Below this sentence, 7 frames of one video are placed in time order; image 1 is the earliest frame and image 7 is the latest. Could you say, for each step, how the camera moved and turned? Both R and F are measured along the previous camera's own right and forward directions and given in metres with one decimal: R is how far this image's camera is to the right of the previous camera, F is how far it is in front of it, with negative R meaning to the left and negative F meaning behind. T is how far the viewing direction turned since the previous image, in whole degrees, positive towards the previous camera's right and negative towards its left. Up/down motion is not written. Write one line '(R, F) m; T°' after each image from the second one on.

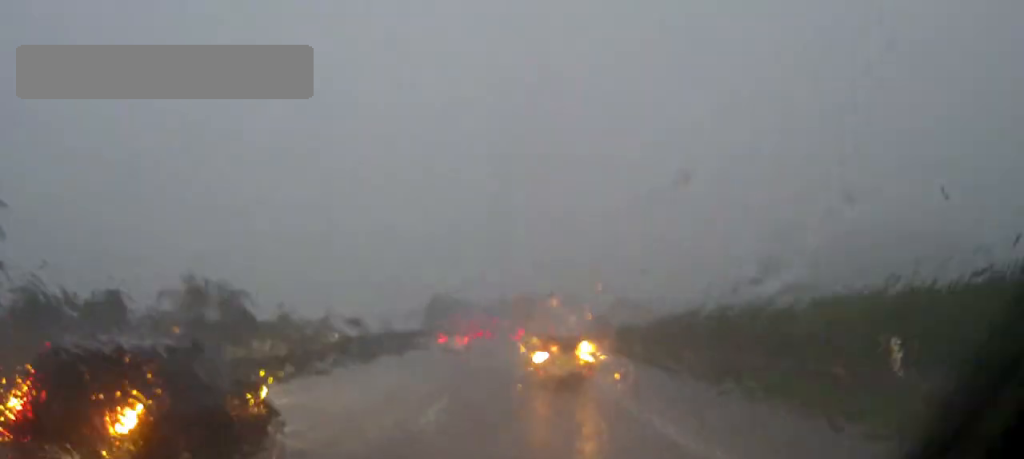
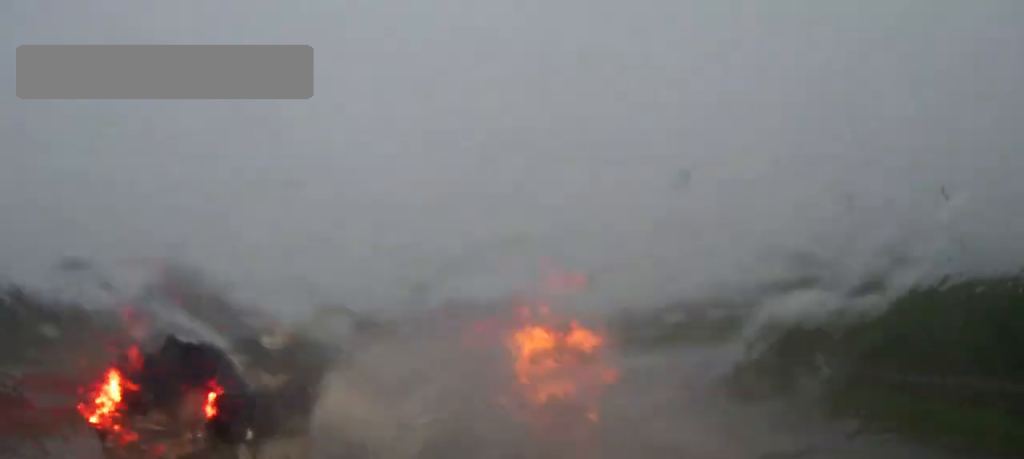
(0.0, +5.3) m; 0°
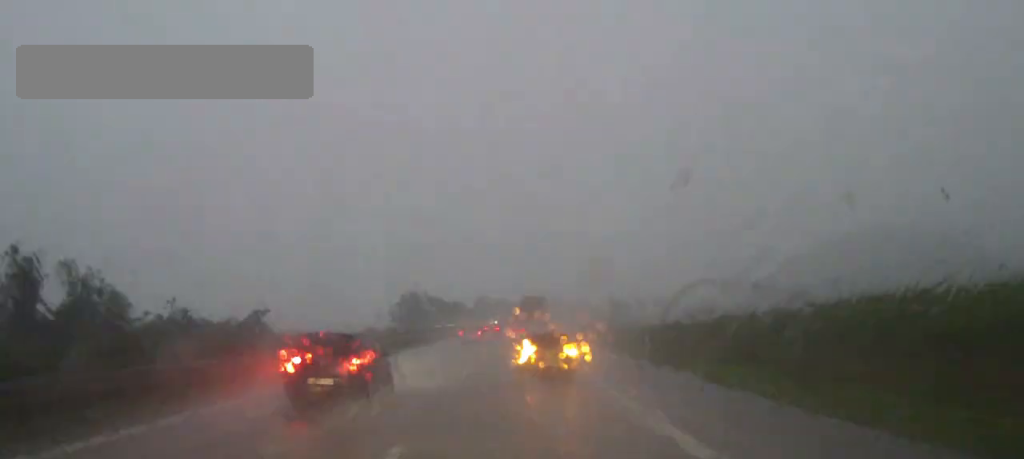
(0.0, +21.9) m; 0°
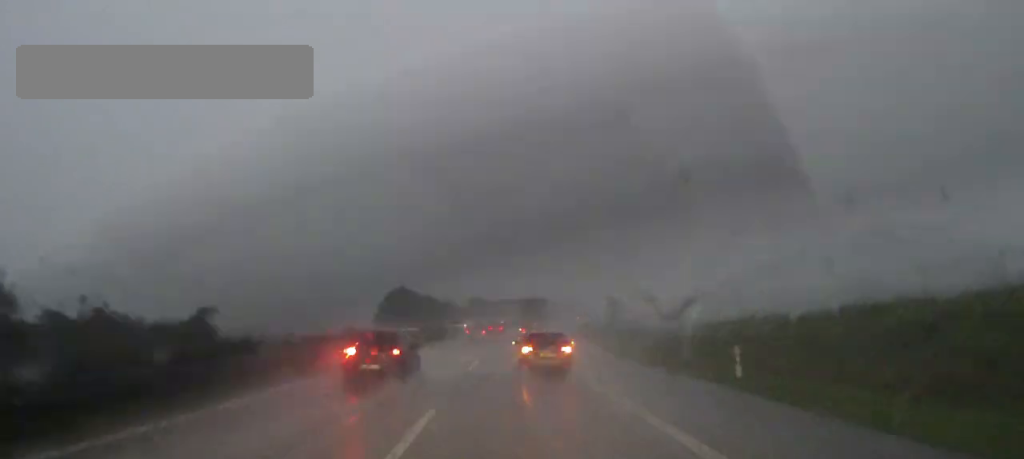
(+0.1, +14.2) m; +1°
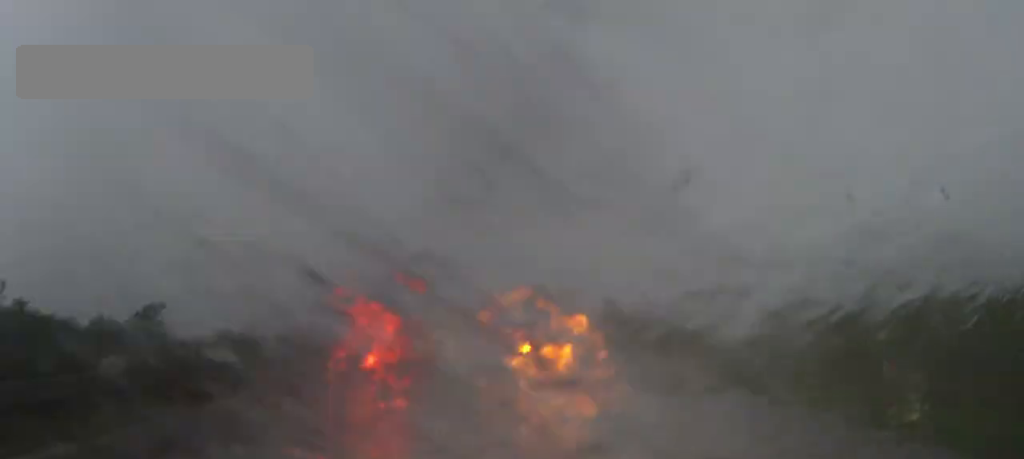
(0.0, +9.8) m; +1°
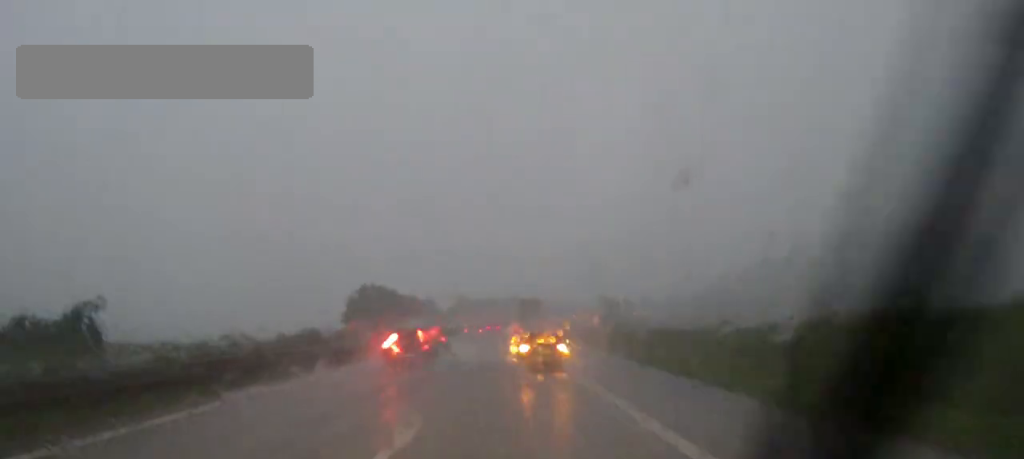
(+0.1, +9.8) m; +1°
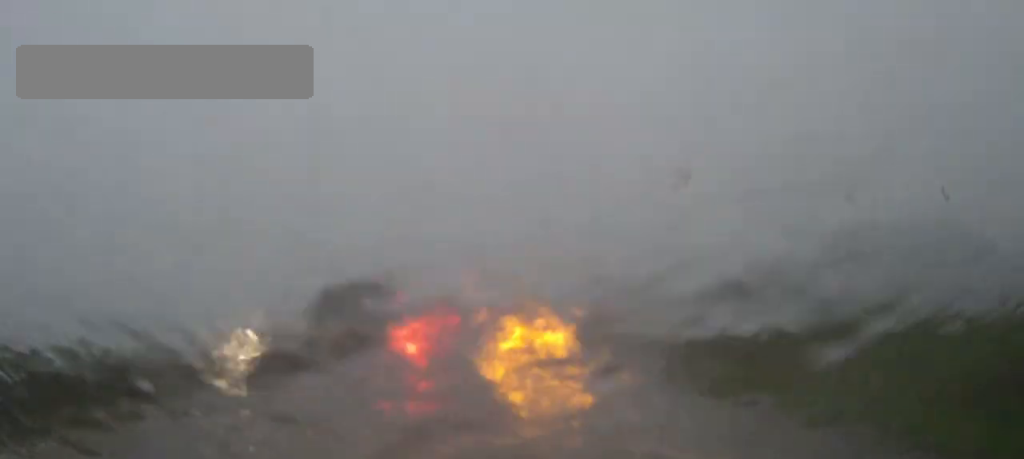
(+0.2, +20.9) m; +1°
